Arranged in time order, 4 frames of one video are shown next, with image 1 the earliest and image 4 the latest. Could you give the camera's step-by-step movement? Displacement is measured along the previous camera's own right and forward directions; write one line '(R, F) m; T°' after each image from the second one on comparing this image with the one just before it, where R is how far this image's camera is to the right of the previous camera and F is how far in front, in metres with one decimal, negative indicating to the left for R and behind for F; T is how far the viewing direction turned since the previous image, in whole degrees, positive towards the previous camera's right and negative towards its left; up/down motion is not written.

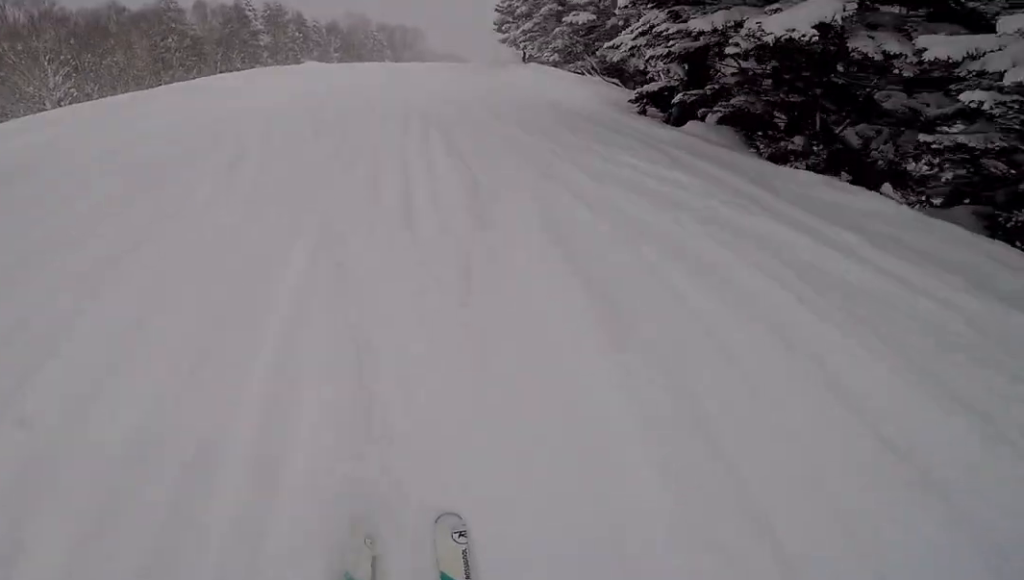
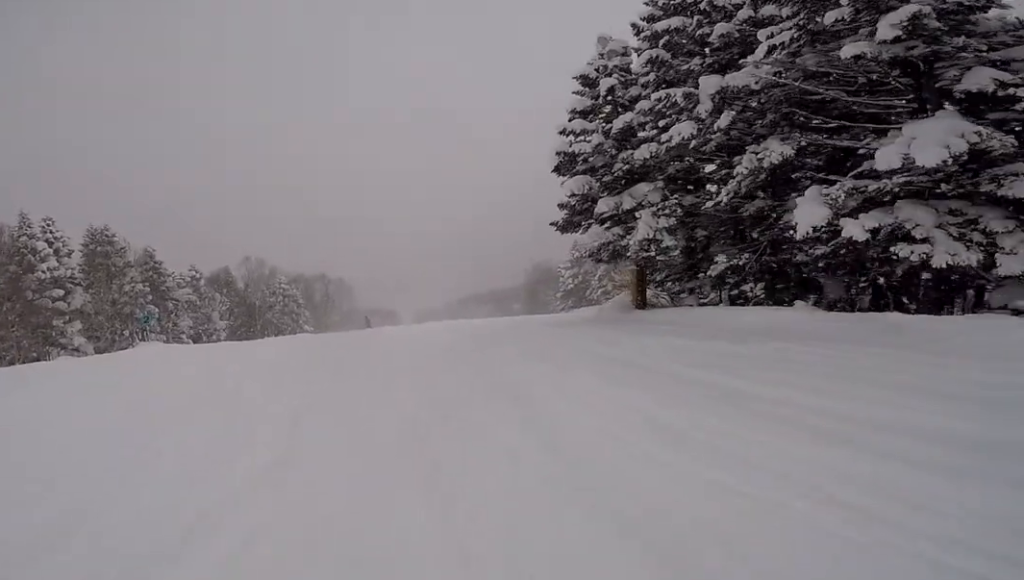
(-0.3, +31.9) m; +6°
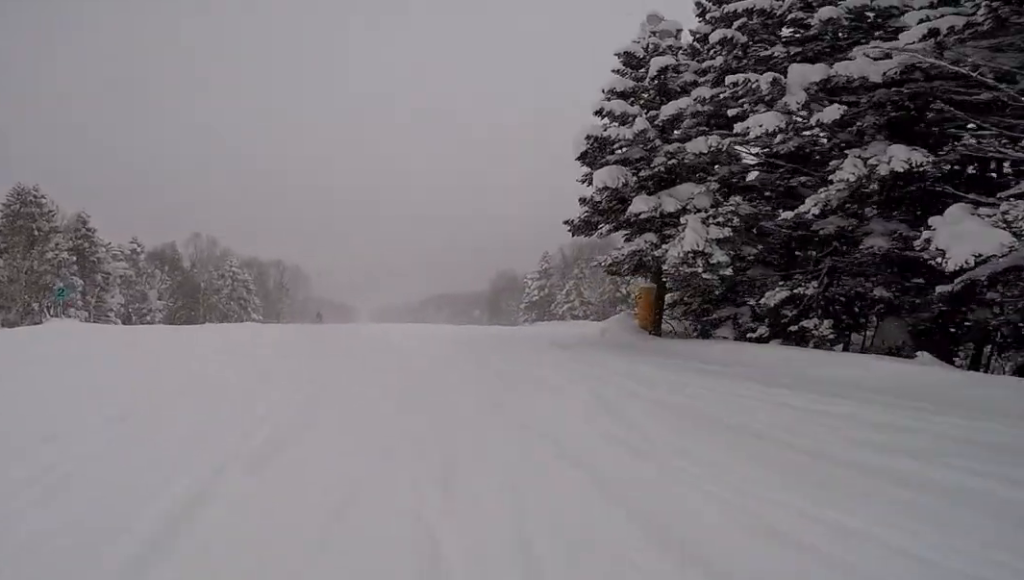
(+0.1, +3.6) m; -2°
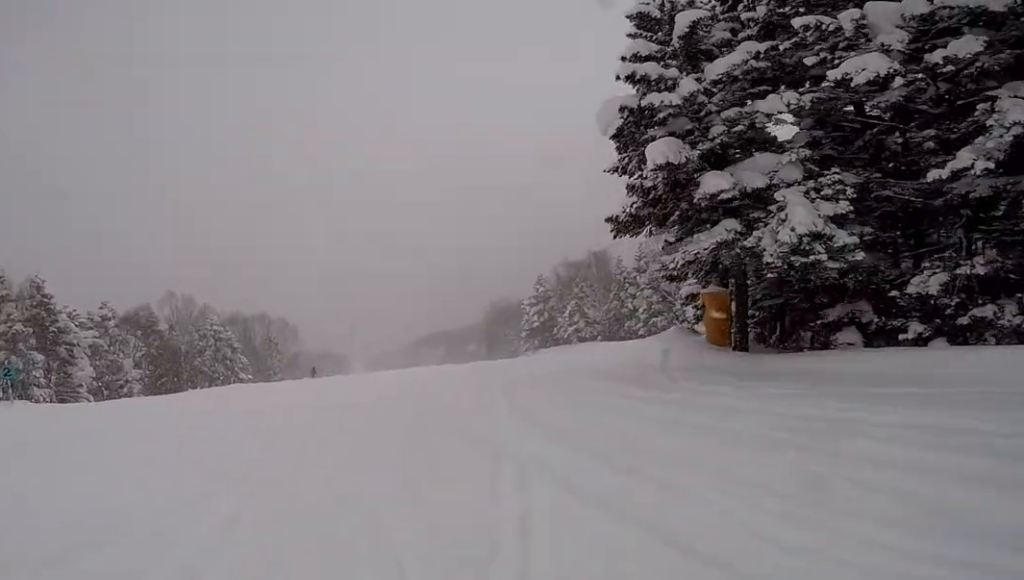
(-0.2, +3.8) m; 0°
